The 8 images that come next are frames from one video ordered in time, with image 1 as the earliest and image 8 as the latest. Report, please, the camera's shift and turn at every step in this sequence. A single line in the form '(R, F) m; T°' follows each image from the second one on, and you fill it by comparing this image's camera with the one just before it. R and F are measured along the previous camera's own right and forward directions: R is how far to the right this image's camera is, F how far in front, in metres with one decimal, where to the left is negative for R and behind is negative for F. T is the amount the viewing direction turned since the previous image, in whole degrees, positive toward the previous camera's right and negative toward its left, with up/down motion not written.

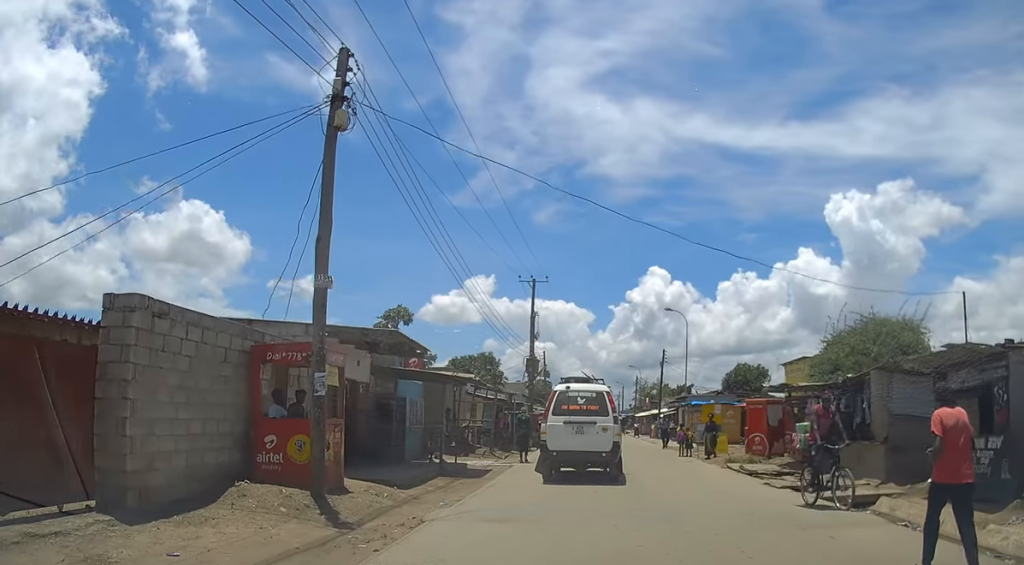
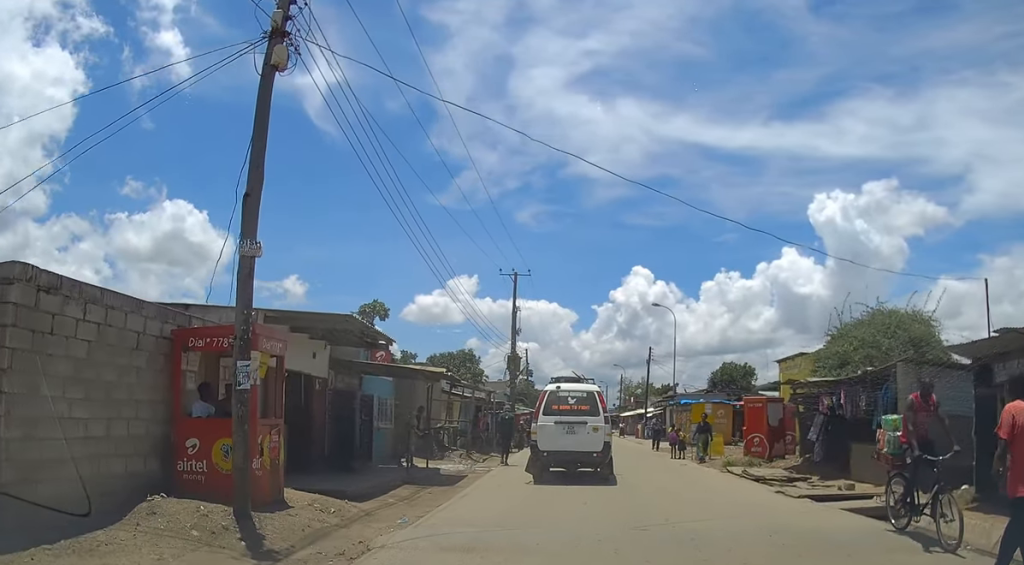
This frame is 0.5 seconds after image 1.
(0.0, +2.0) m; 0°
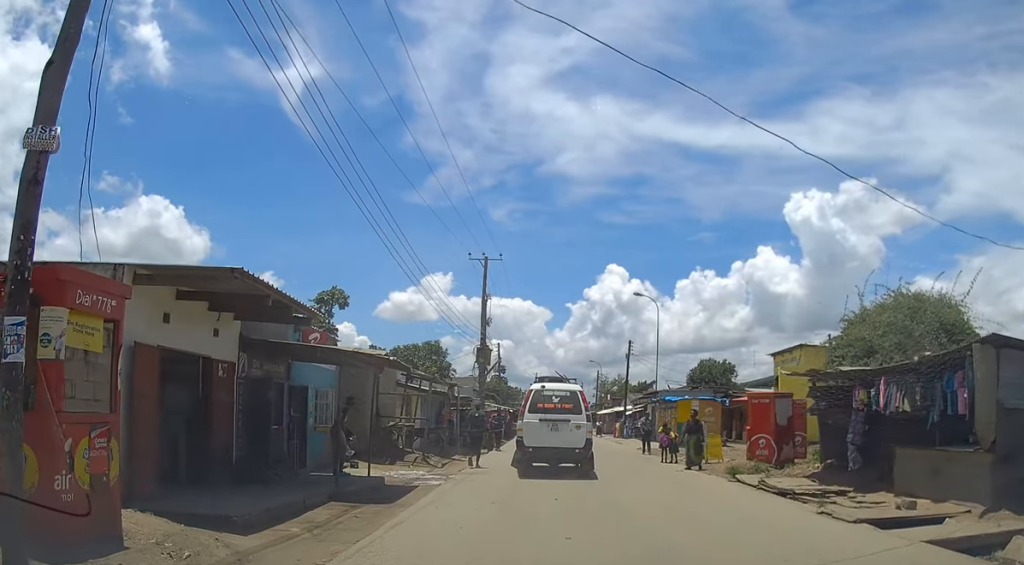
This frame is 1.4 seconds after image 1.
(0.0, +3.6) m; +3°
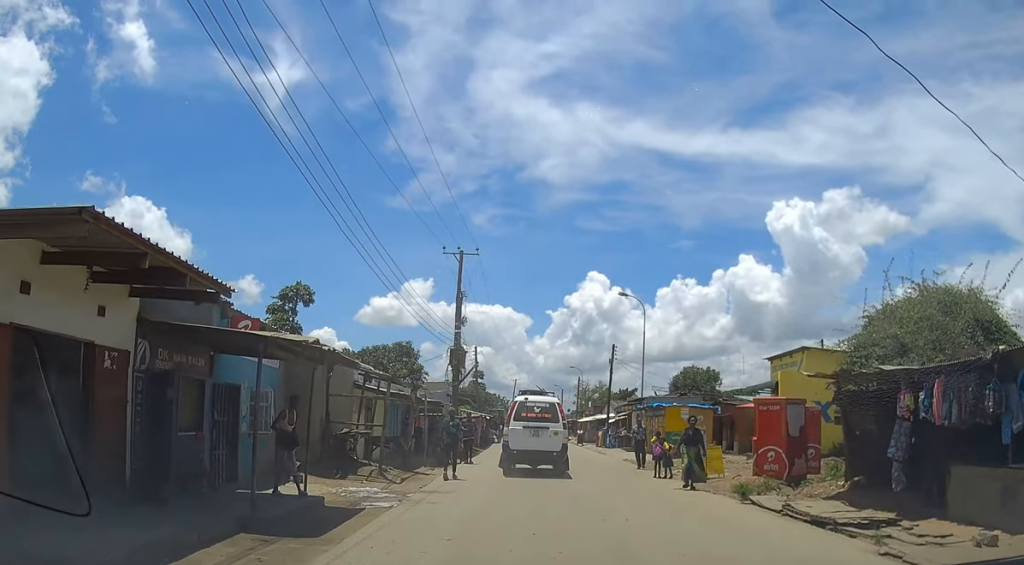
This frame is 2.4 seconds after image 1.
(+0.2, +3.1) m; +4°
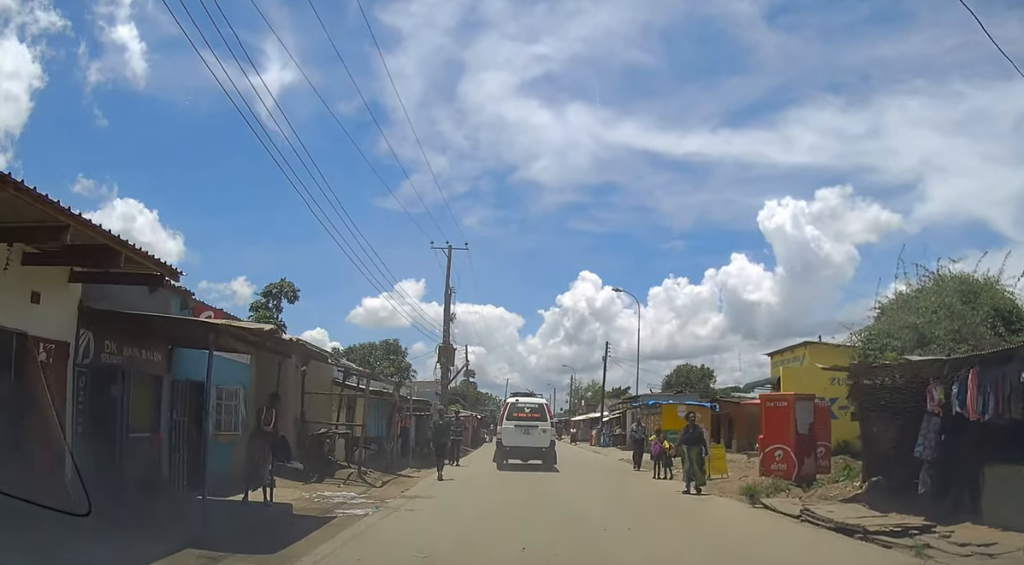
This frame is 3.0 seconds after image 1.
(0.0, +1.4) m; +1°
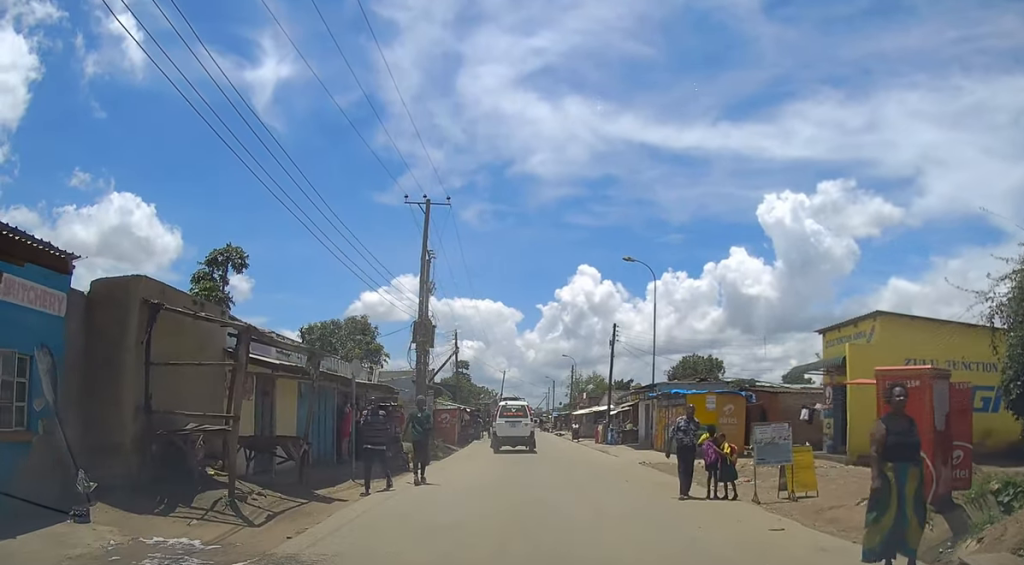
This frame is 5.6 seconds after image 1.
(-0.1, +6.2) m; -1°
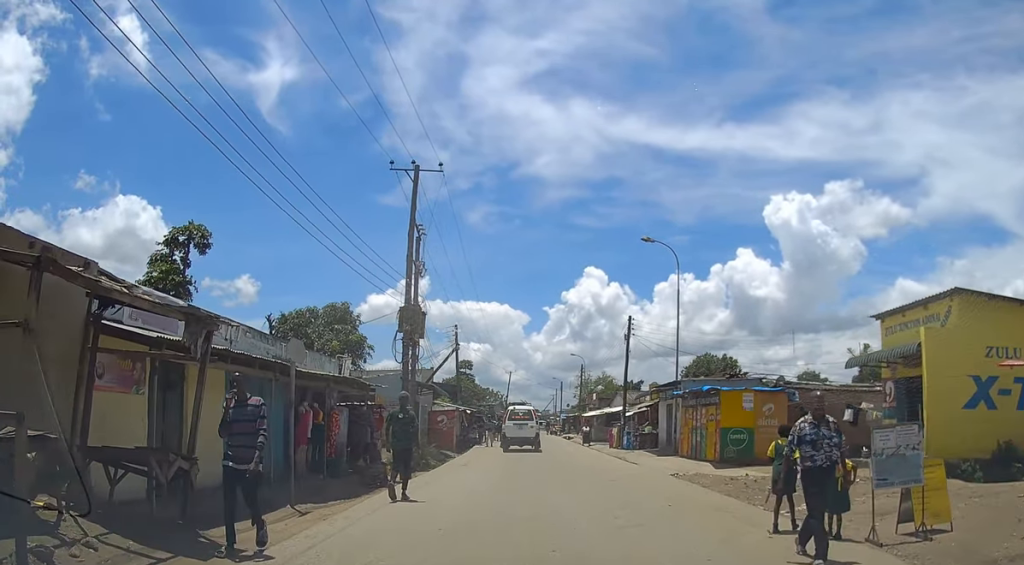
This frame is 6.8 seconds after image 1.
(+0.1, +4.0) m; +2°
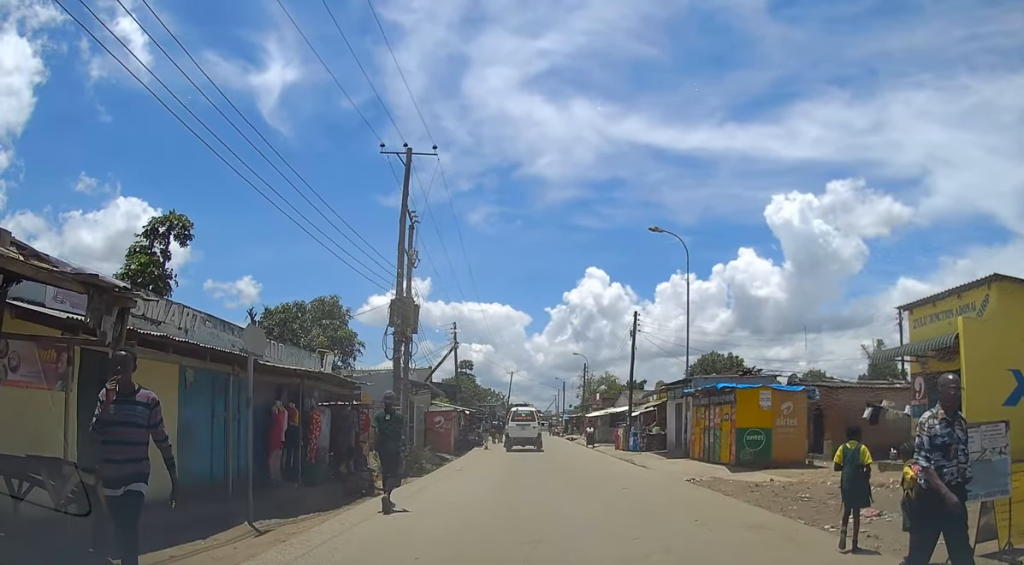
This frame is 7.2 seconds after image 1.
(0.0, +1.6) m; 0°
